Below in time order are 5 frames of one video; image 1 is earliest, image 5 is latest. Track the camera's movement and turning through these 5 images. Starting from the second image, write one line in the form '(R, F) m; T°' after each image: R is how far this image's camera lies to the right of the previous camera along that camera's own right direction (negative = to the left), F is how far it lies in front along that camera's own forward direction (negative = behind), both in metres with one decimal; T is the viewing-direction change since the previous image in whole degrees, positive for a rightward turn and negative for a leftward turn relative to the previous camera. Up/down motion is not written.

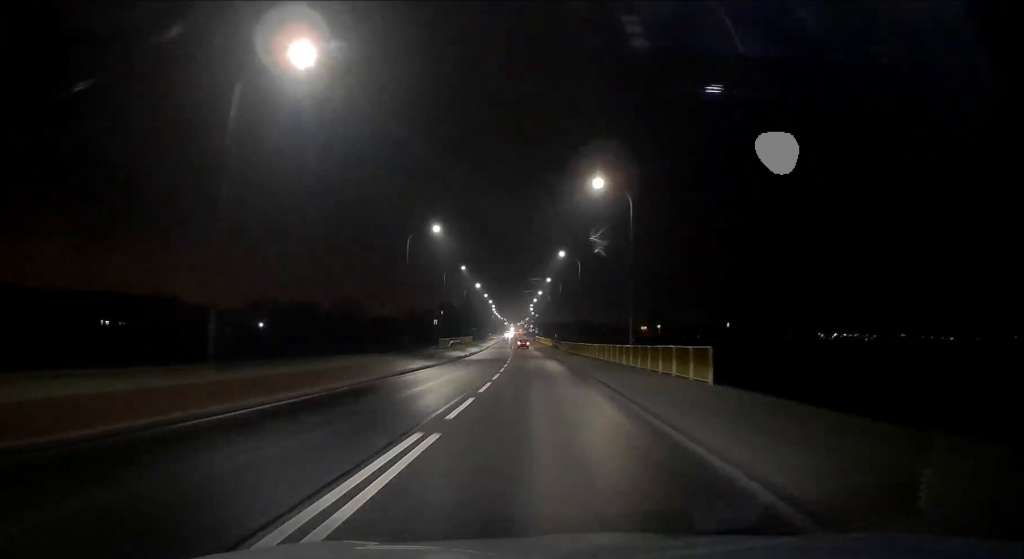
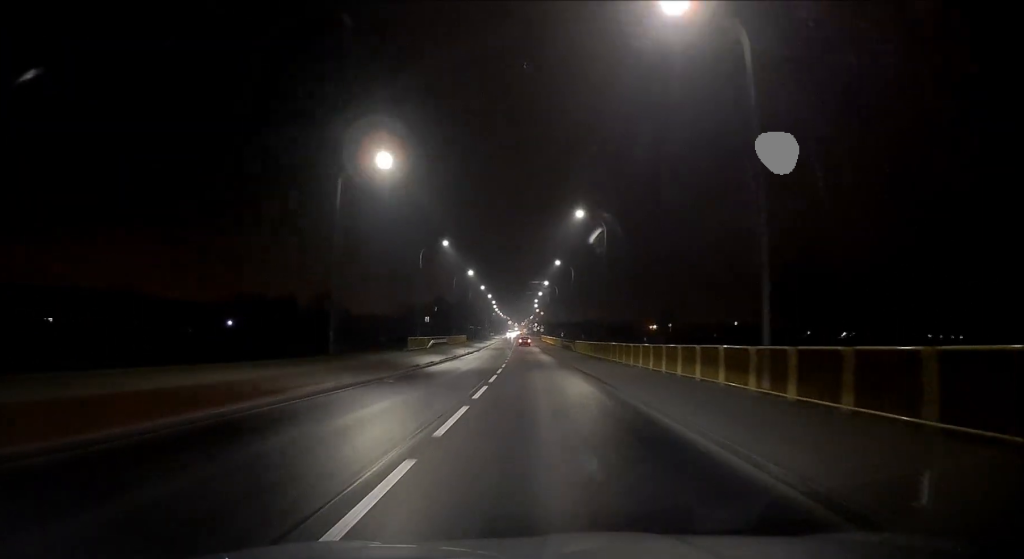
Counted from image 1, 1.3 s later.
(0.0, +19.5) m; 0°
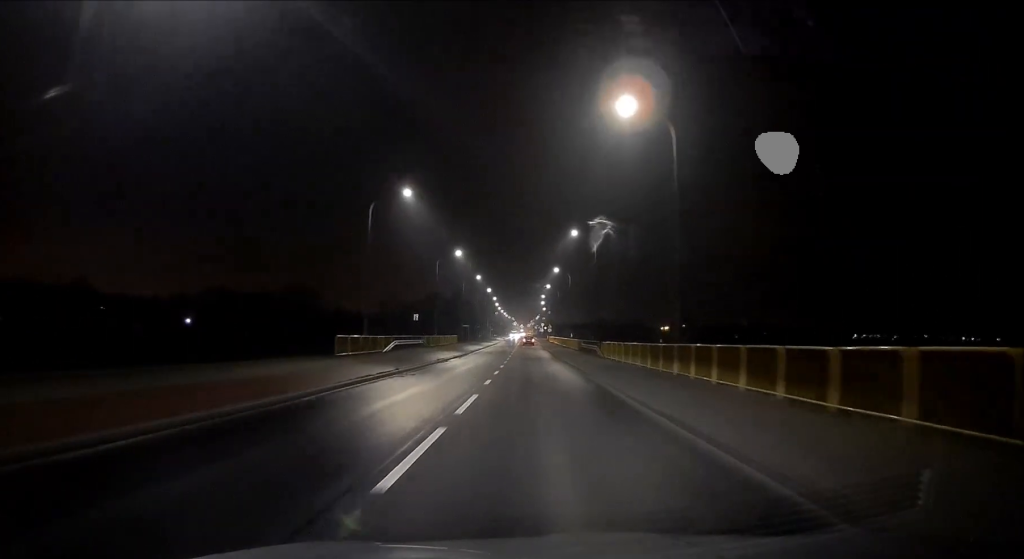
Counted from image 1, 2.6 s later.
(-0.1, +21.2) m; 0°
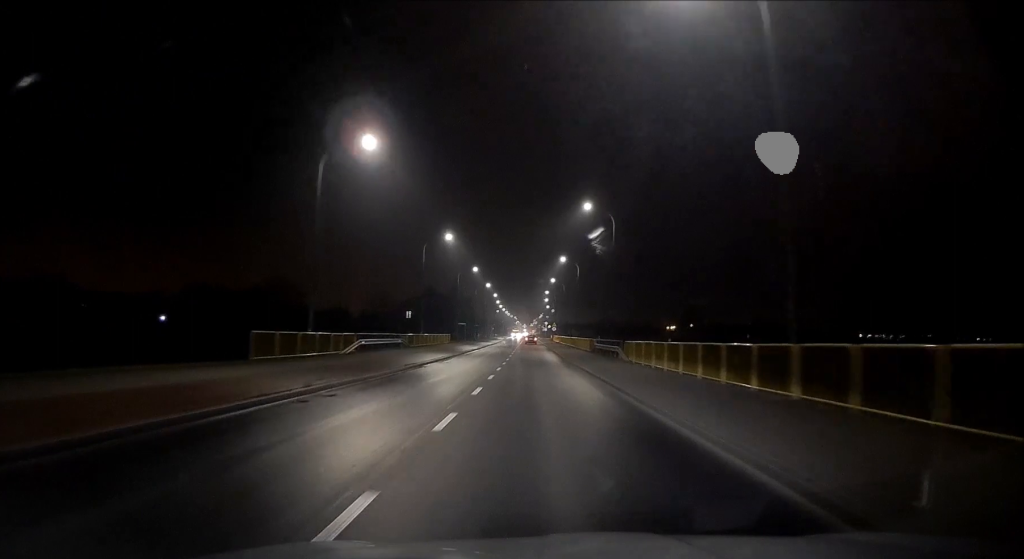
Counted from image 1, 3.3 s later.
(0.0, +10.4) m; 0°
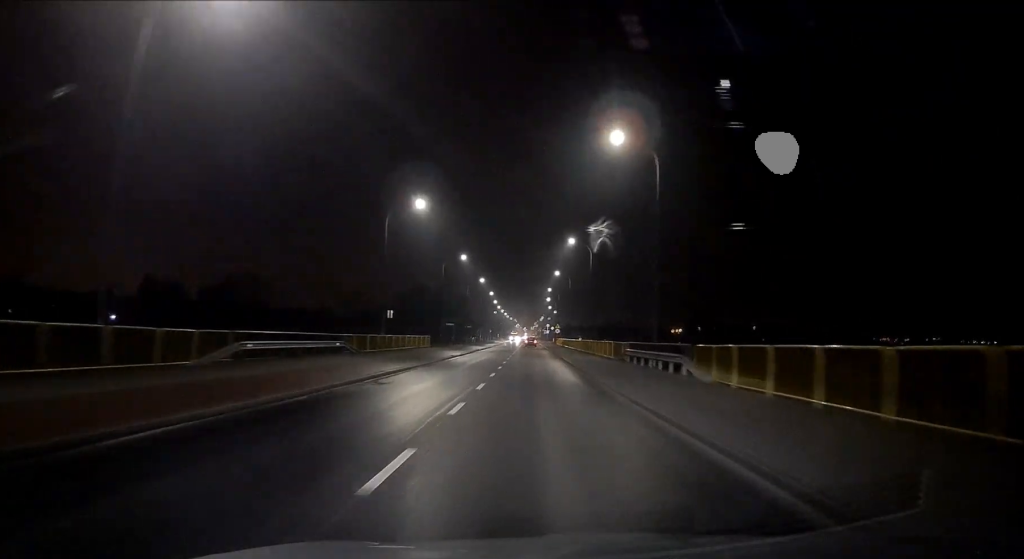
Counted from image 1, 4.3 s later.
(0.0, +15.7) m; 0°
